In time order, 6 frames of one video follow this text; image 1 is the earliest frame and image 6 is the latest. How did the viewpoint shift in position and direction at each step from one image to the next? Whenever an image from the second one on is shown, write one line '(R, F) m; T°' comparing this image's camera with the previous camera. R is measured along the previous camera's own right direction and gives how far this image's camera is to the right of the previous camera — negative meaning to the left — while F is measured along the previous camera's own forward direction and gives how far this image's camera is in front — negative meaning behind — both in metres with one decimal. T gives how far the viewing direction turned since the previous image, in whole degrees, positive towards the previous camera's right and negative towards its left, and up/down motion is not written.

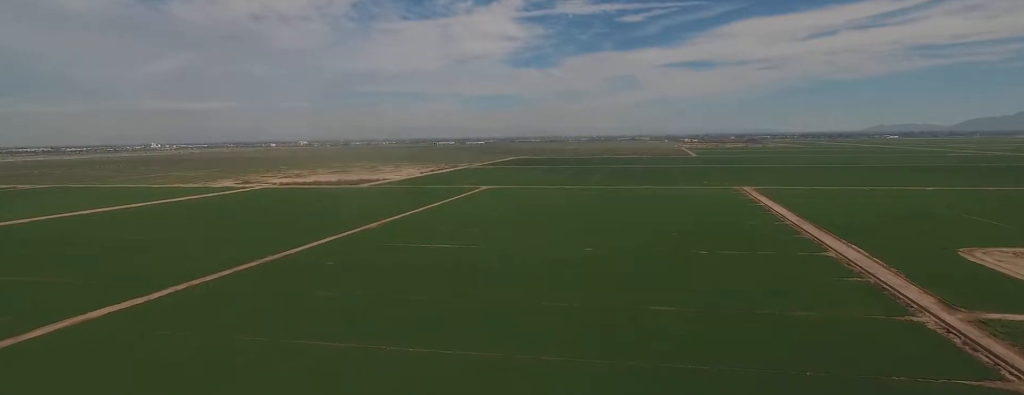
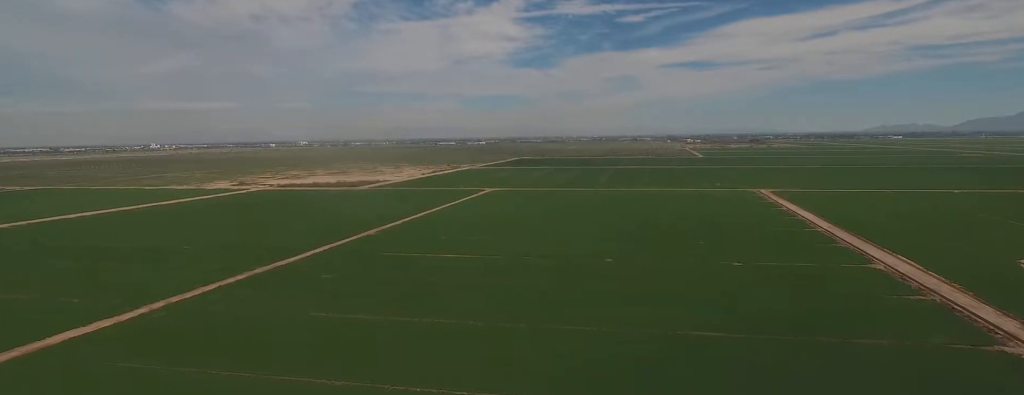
(-0.2, +25.8) m; -1°
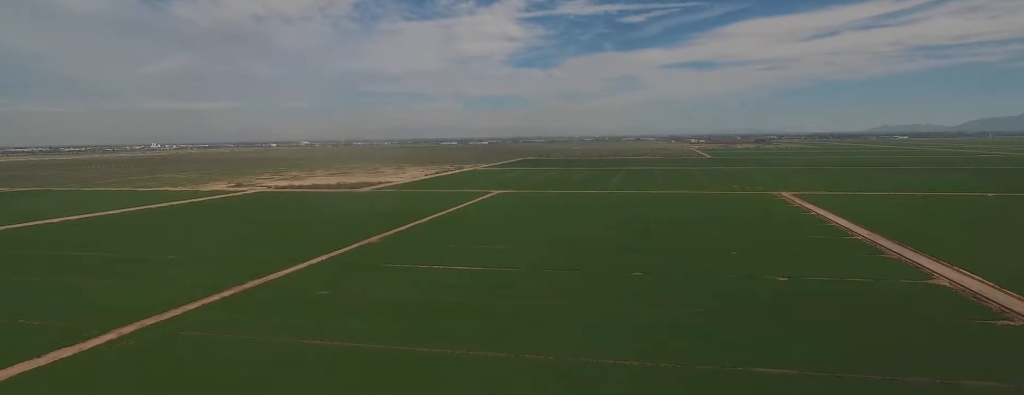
(-0.5, +26.8) m; -2°
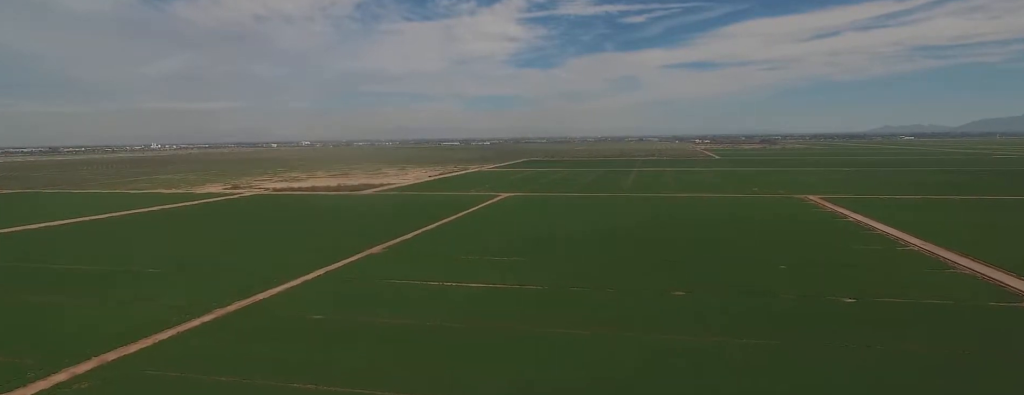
(-0.6, +30.8) m; -2°
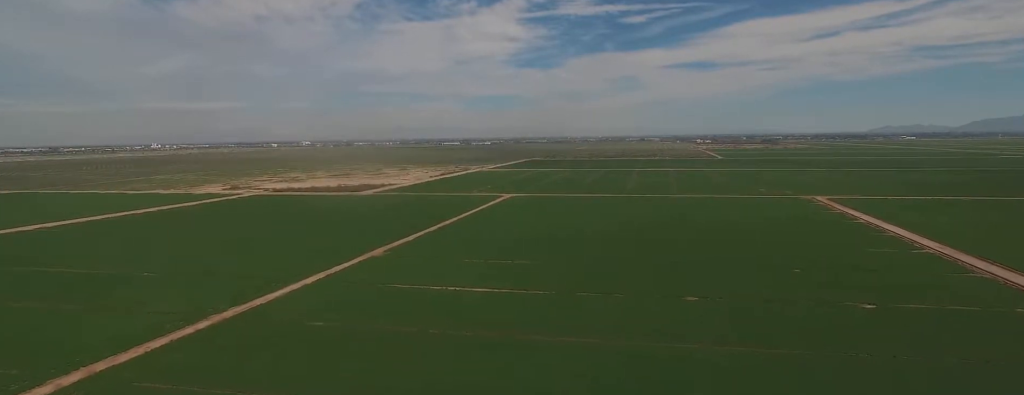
(-0.1, +7.4) m; -1°
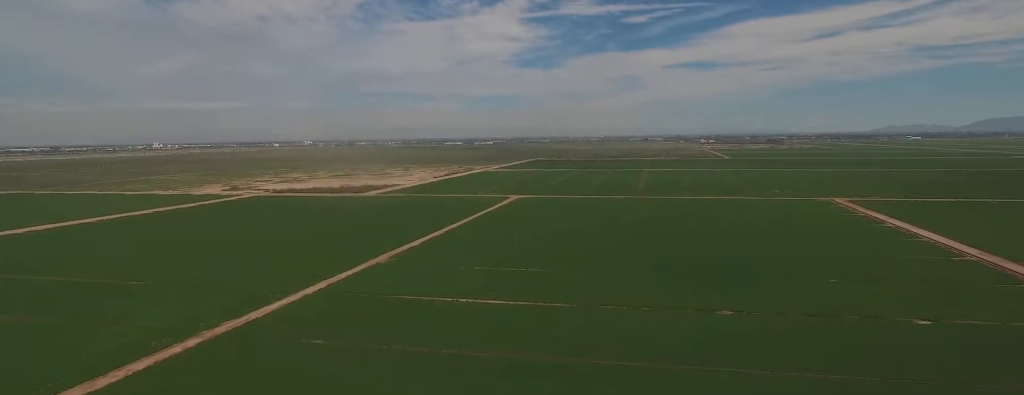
(-0.3, +17.3) m; -2°
